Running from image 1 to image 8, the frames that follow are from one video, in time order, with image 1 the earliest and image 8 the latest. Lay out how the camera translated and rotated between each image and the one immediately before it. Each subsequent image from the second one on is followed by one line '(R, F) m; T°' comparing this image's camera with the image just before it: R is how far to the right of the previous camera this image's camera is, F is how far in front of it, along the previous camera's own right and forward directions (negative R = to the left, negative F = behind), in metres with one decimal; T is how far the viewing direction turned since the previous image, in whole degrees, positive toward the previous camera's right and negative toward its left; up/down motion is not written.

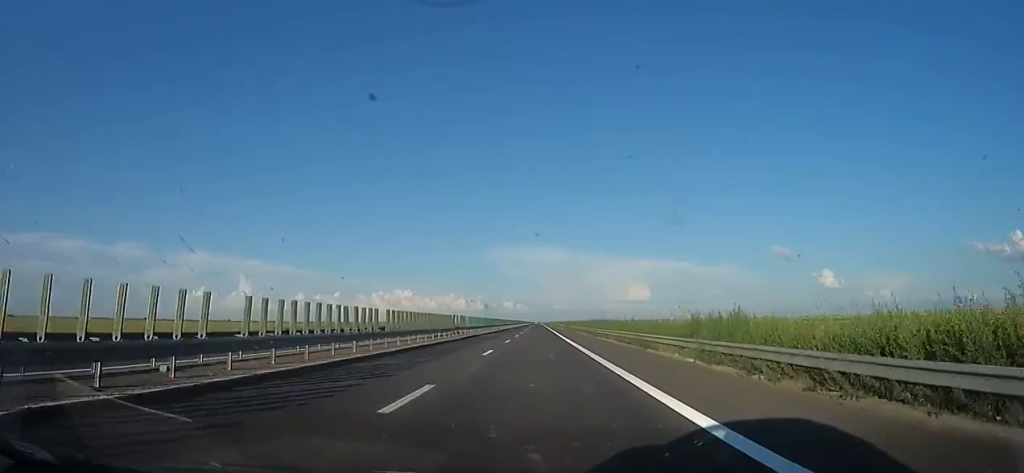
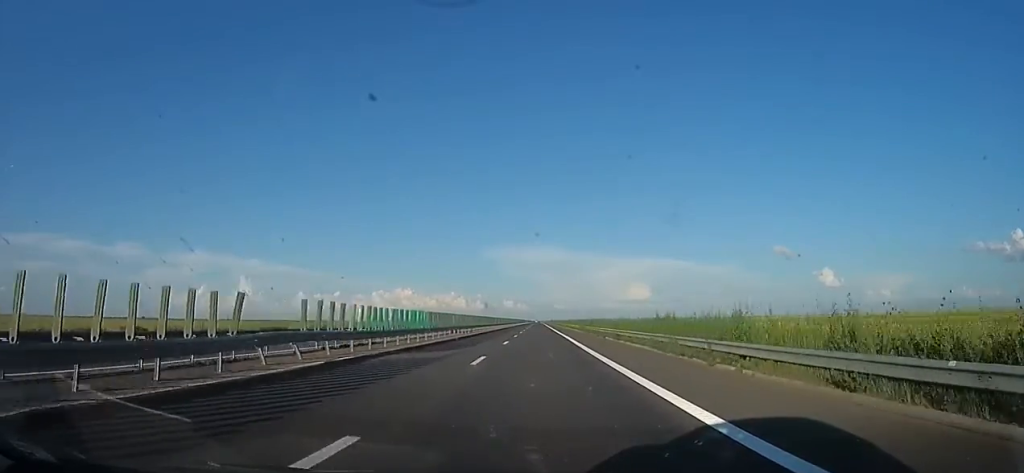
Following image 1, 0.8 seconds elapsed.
(0.0, +28.7) m; +1°
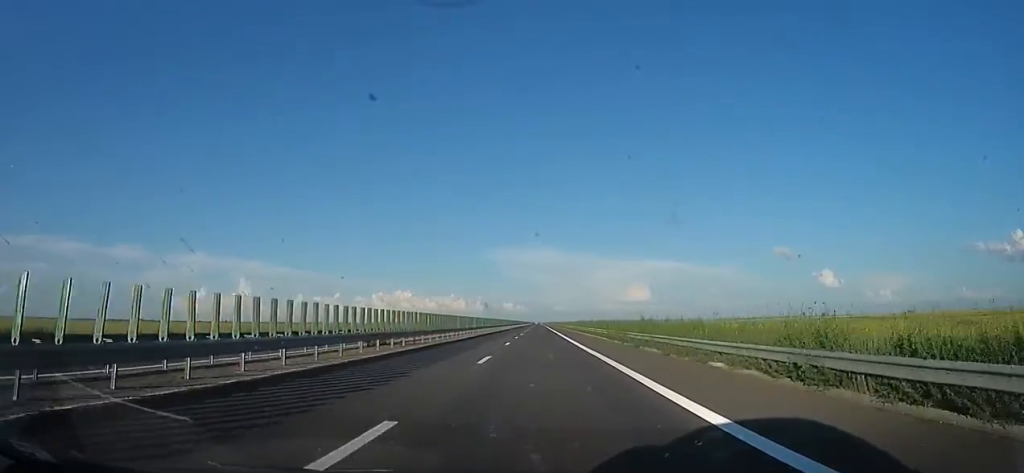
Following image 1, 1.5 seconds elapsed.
(-0.2, +23.3) m; +2°
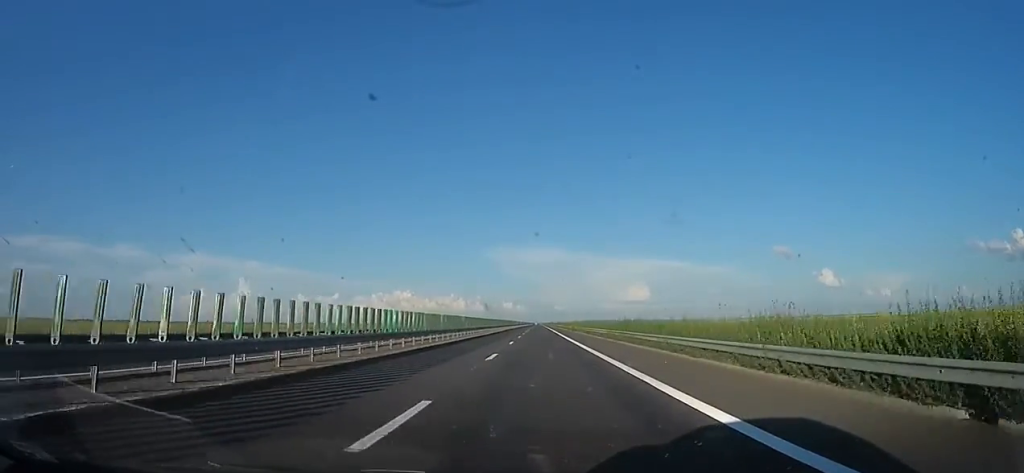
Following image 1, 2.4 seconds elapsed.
(+1.3, +35.1) m; 0°
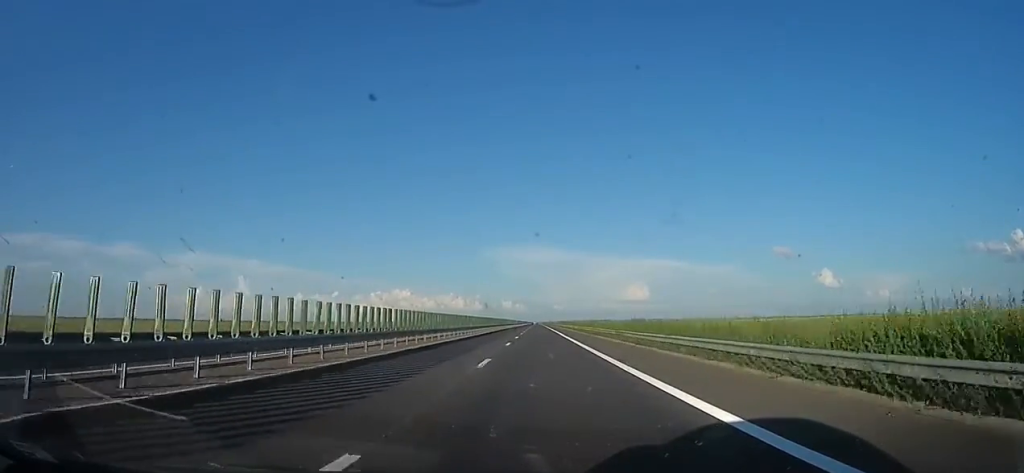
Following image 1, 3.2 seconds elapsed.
(-0.8, +27.2) m; -1°
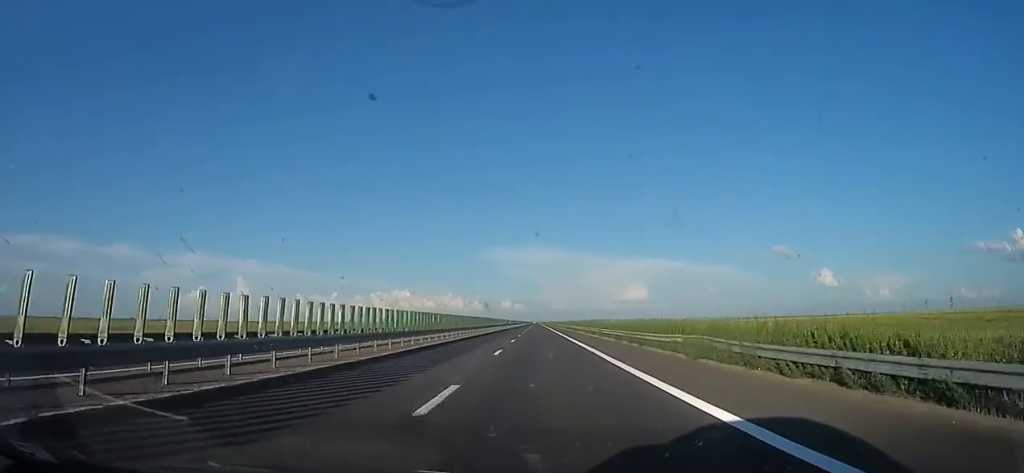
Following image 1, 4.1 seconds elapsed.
(-0.3, +30.8) m; 0°
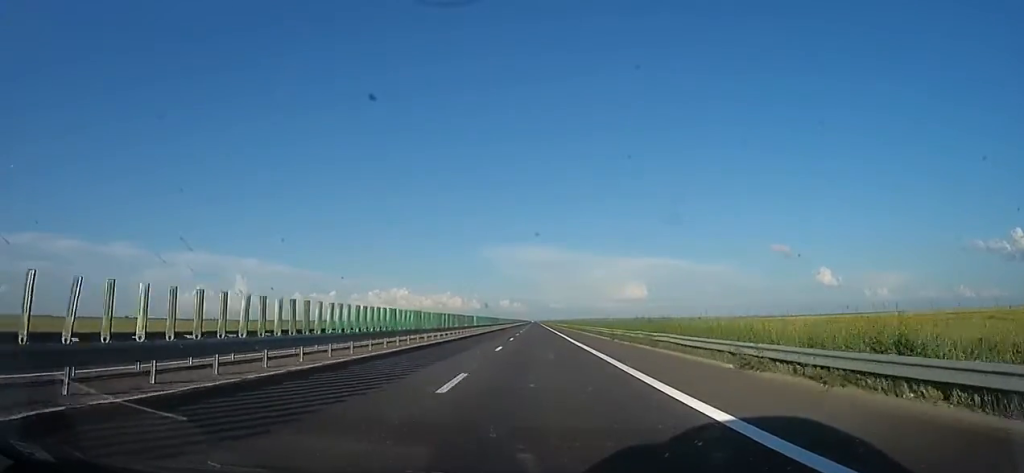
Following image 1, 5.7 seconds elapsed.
(+0.3, +57.9) m; 0°
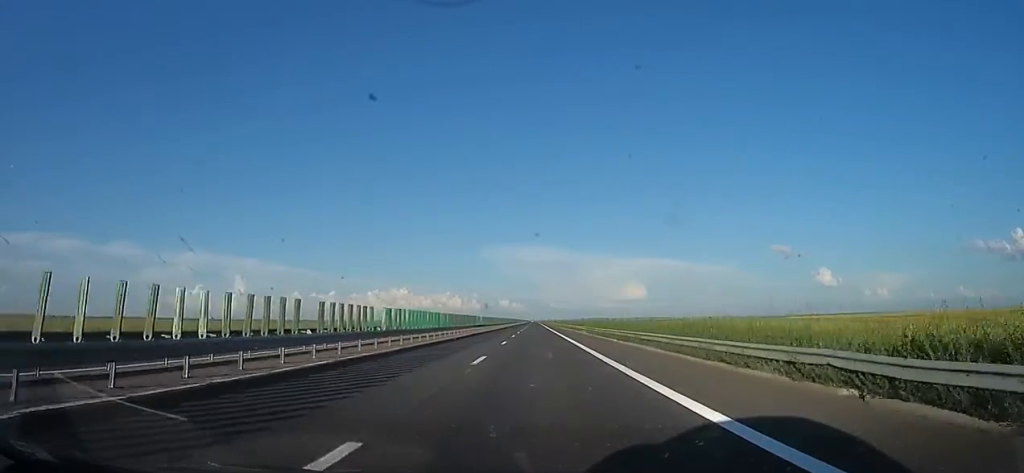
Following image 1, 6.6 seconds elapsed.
(0.0, +30.7) m; 0°
